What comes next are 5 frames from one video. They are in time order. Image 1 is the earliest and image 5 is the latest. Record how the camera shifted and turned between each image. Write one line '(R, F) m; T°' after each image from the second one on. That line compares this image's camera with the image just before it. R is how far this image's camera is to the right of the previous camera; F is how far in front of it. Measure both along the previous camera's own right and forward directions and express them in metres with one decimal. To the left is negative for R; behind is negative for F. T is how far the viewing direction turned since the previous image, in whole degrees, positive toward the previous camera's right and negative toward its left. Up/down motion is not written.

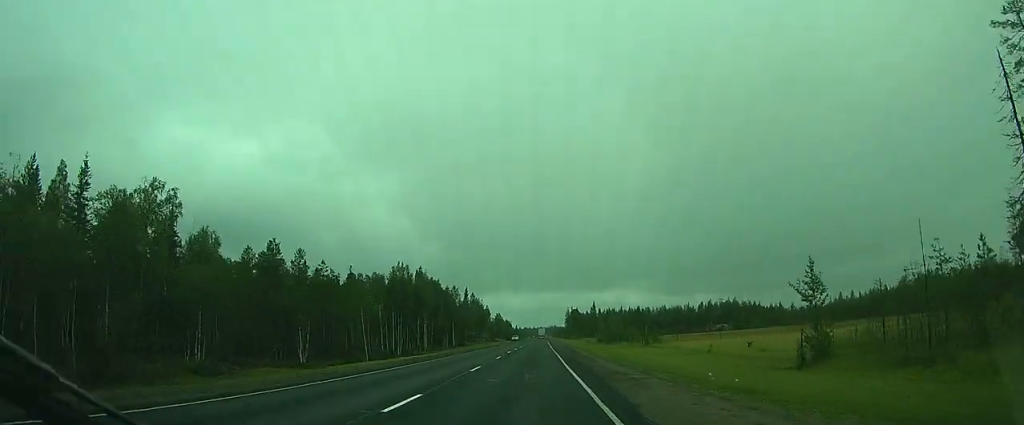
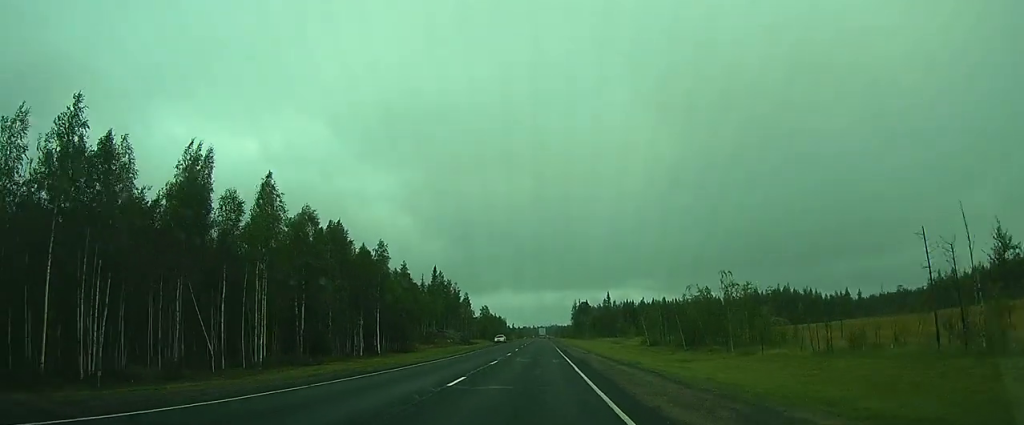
(+0.7, +67.9) m; +1°
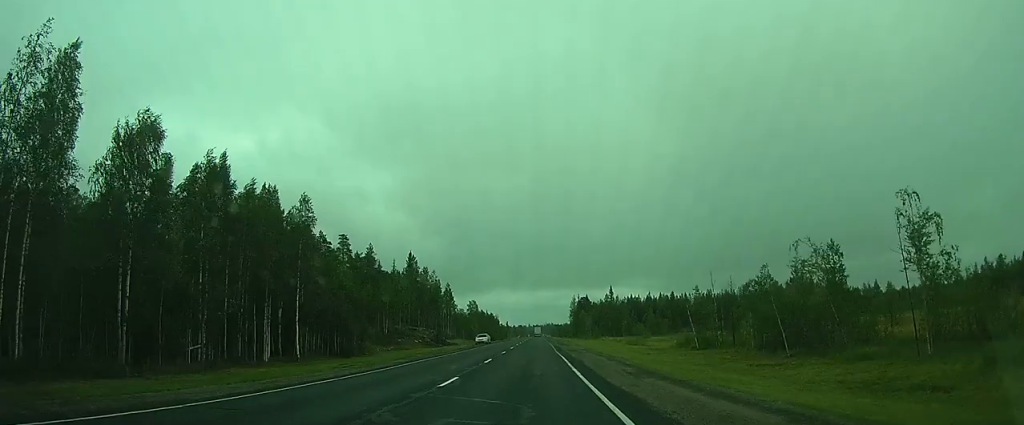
(0.0, +25.3) m; 0°
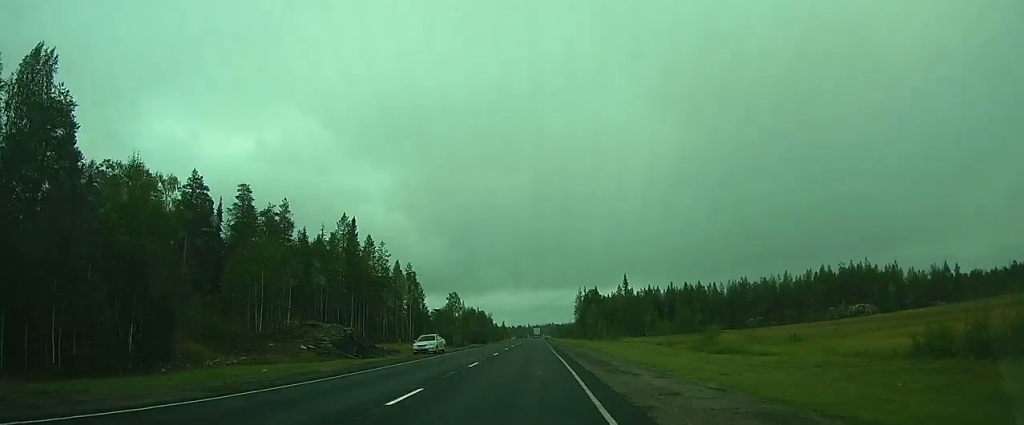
(+0.4, +41.0) m; +1°
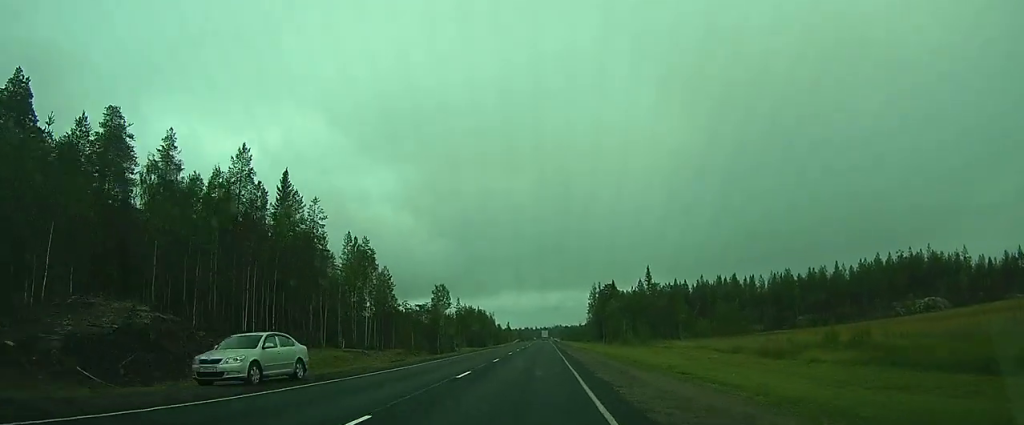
(+0.1, +29.0) m; 0°
